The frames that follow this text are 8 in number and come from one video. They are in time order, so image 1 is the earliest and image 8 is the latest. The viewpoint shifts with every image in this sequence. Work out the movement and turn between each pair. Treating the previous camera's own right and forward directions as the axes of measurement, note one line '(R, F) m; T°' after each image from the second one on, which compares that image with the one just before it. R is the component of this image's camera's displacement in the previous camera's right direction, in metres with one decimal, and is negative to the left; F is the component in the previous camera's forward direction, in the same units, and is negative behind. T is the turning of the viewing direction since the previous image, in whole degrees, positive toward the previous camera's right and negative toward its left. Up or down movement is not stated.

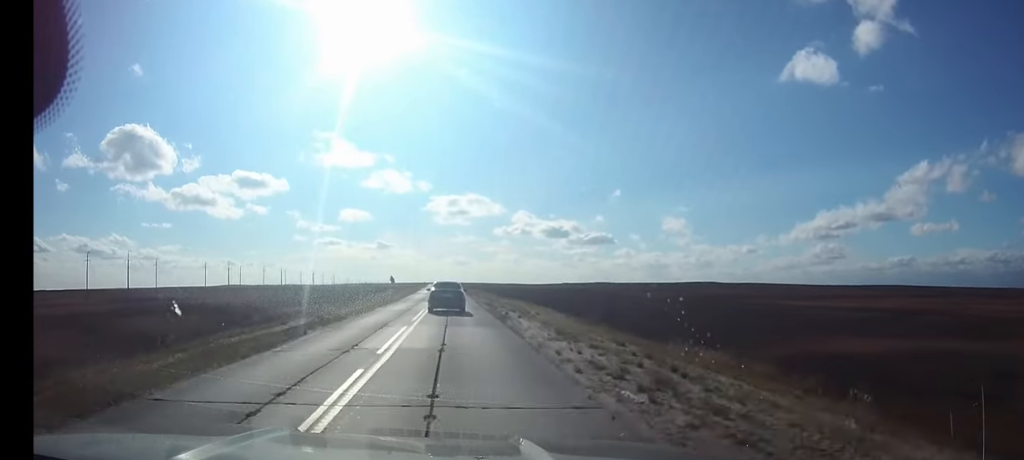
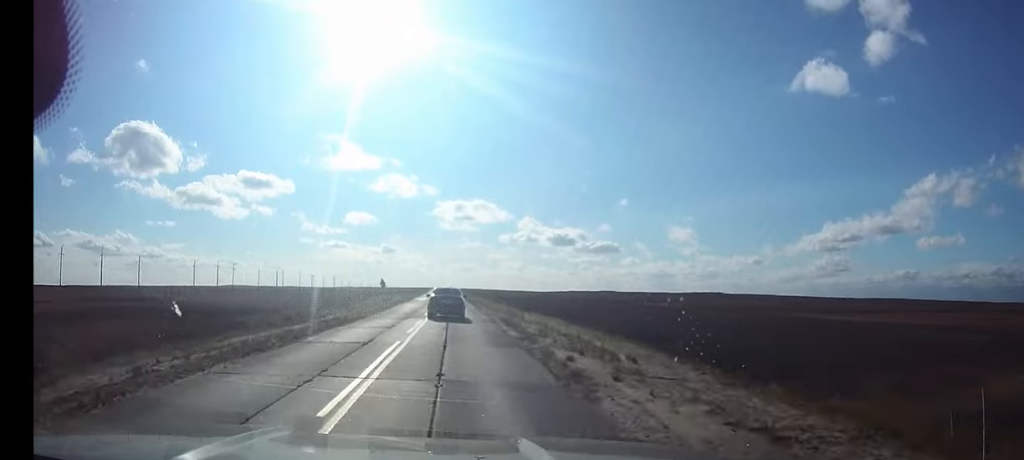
(0.0, +15.6) m; 0°
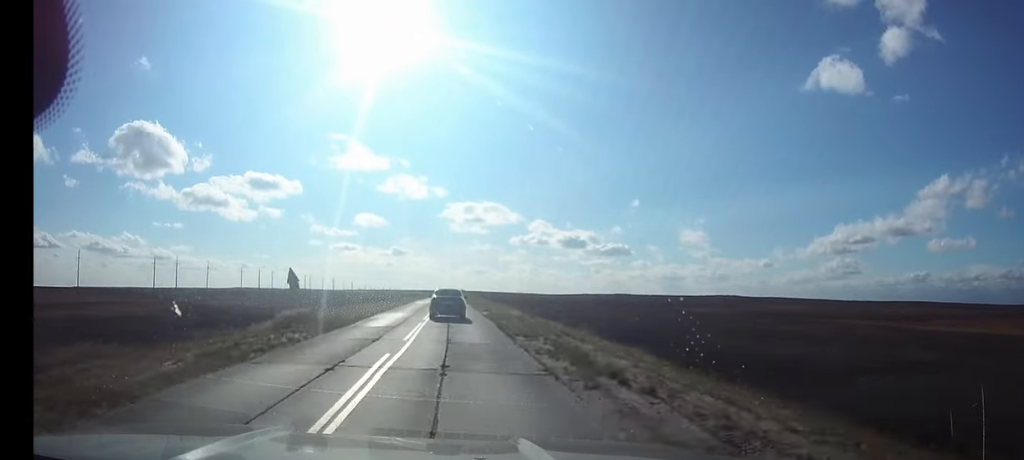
(-0.4, +39.3) m; -1°
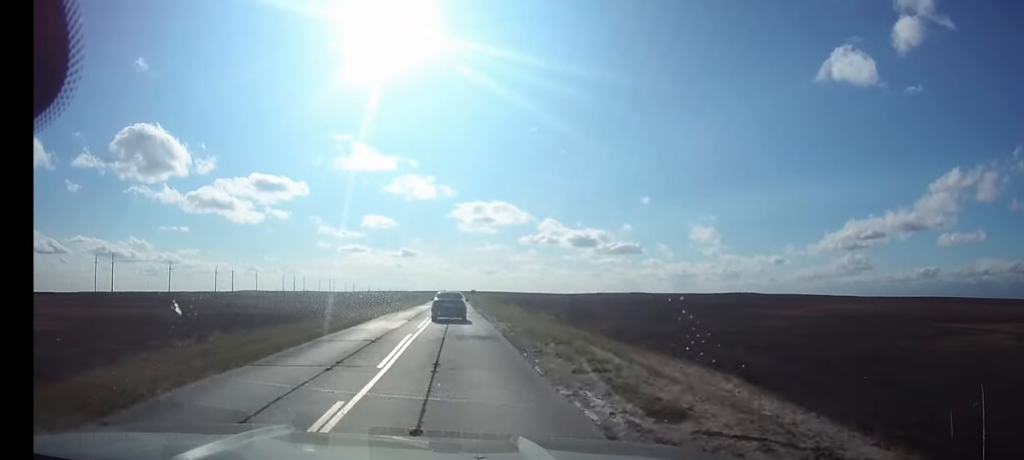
(-0.3, +41.3) m; -1°
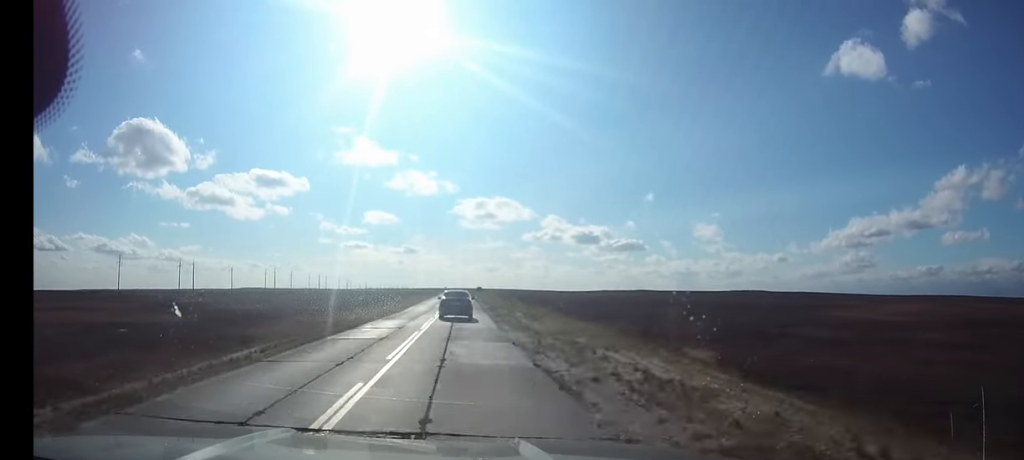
(0.0, +34.7) m; 0°
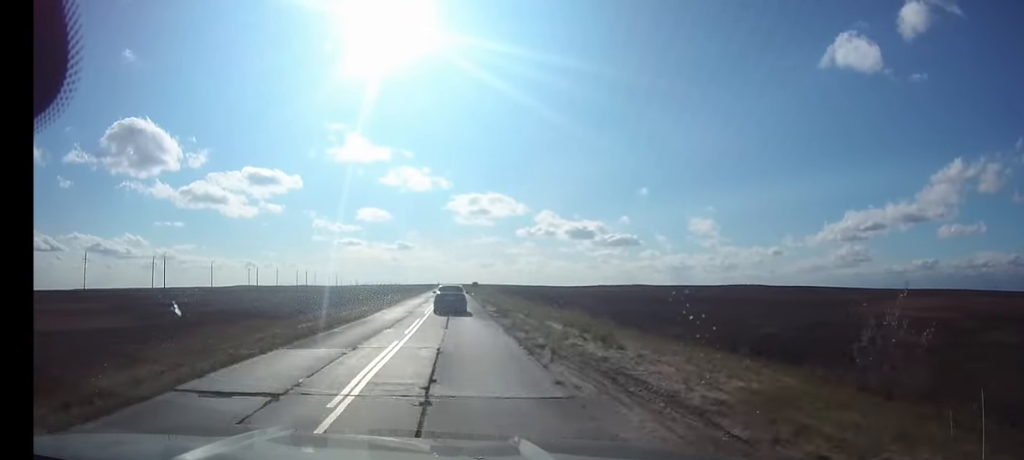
(0.0, +16.5) m; 0°
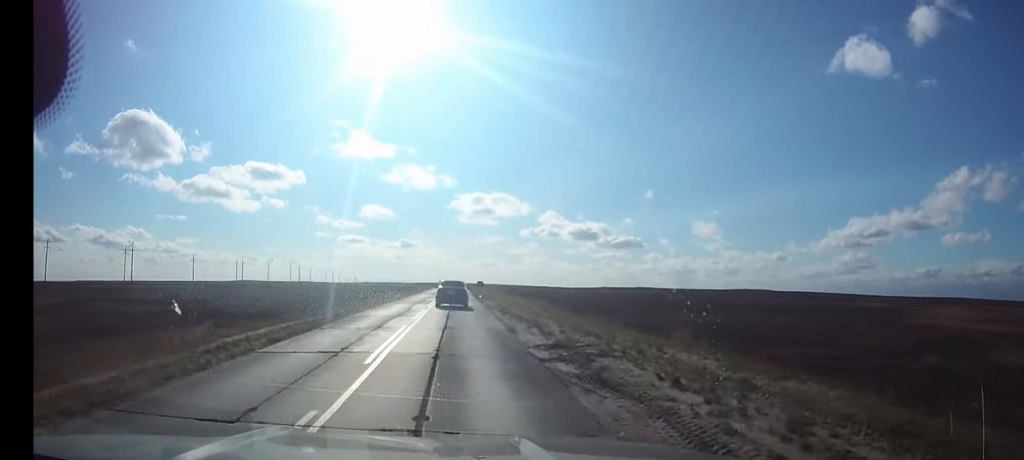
(0.0, +19.8) m; 0°
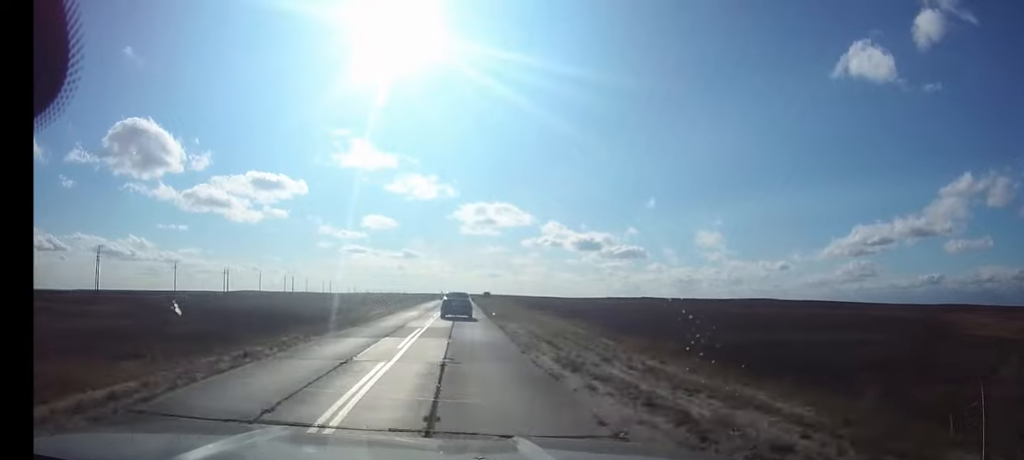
(0.0, +18.7) m; 0°
